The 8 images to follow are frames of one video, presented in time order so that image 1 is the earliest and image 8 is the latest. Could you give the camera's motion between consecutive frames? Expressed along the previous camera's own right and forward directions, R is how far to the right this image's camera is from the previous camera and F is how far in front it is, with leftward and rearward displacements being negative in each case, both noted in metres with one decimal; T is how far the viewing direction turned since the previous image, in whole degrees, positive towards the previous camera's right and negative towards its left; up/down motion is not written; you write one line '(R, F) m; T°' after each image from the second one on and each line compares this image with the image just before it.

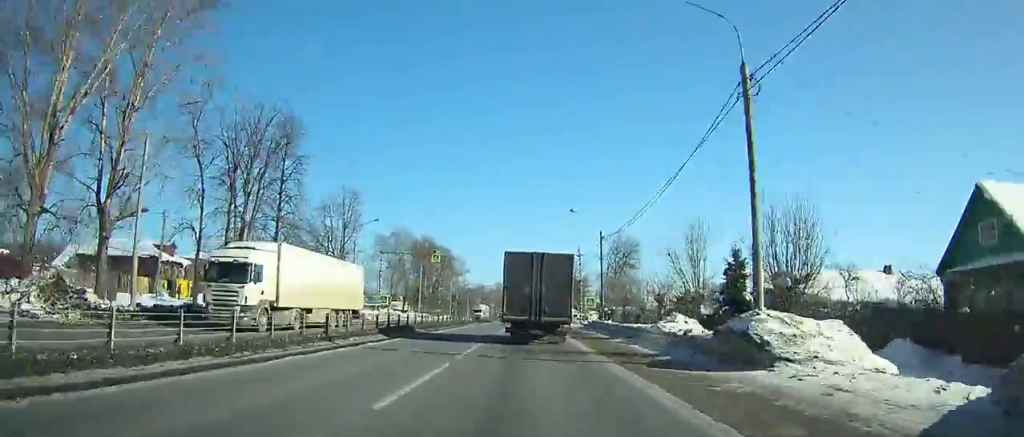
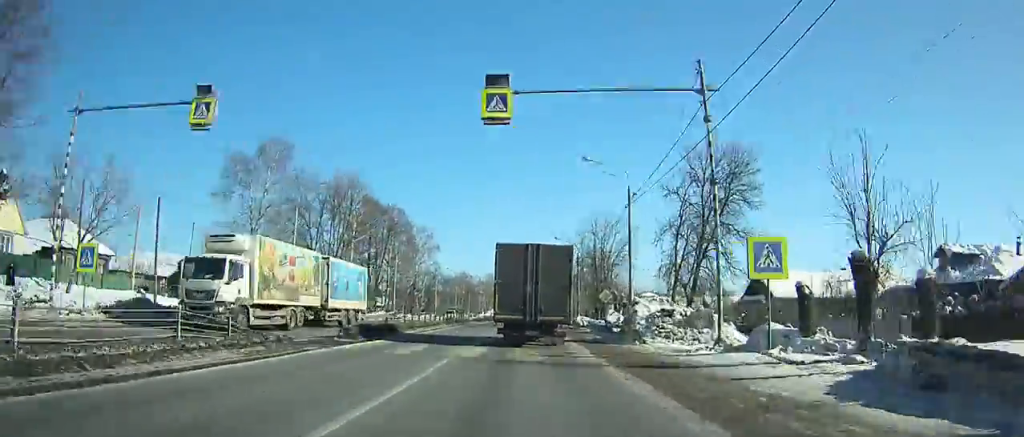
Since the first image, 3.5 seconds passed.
(+0.8, +52.4) m; +1°
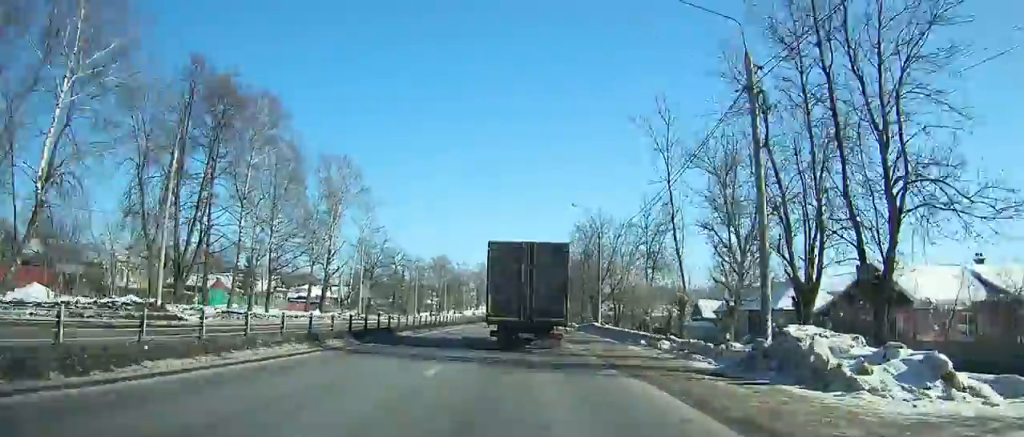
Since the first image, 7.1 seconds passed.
(0.0, +53.3) m; 0°
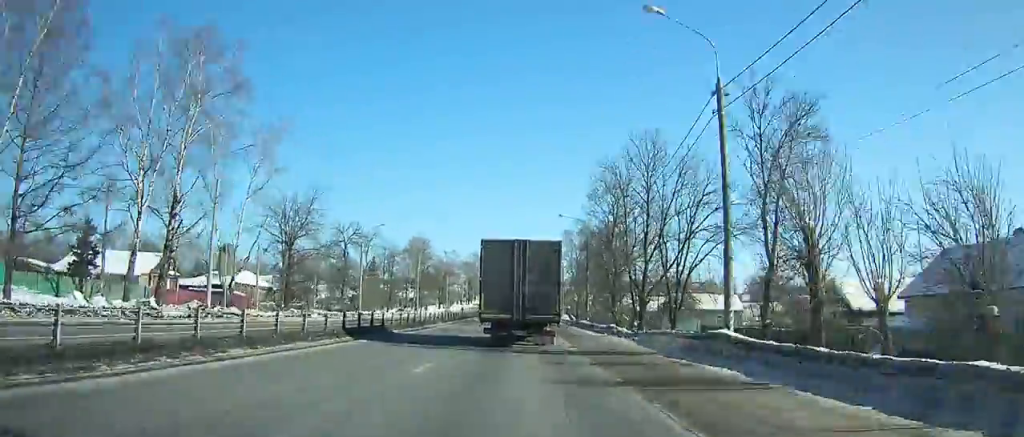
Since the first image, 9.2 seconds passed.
(+0.1, +31.3) m; 0°
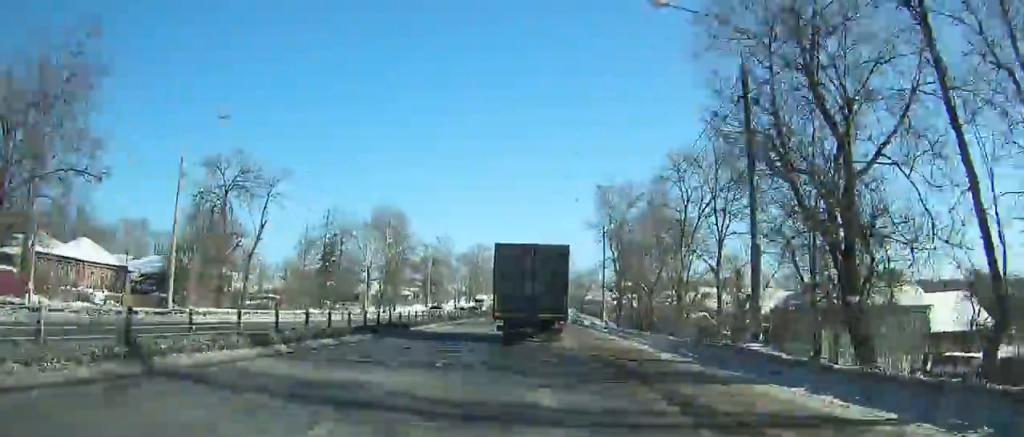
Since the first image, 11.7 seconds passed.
(-0.2, +38.0) m; 0°
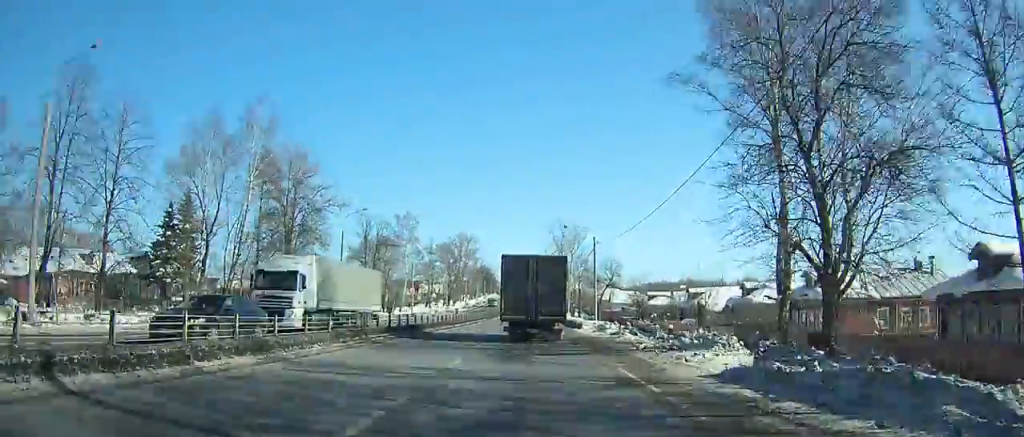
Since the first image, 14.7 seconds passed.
(-0.1, +47.2) m; 0°
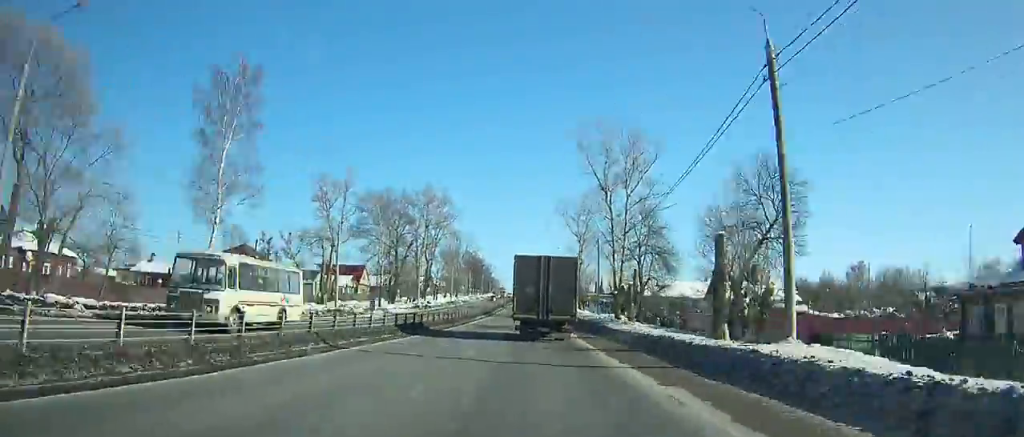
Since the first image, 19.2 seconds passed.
(-0.2, +74.7) m; +2°
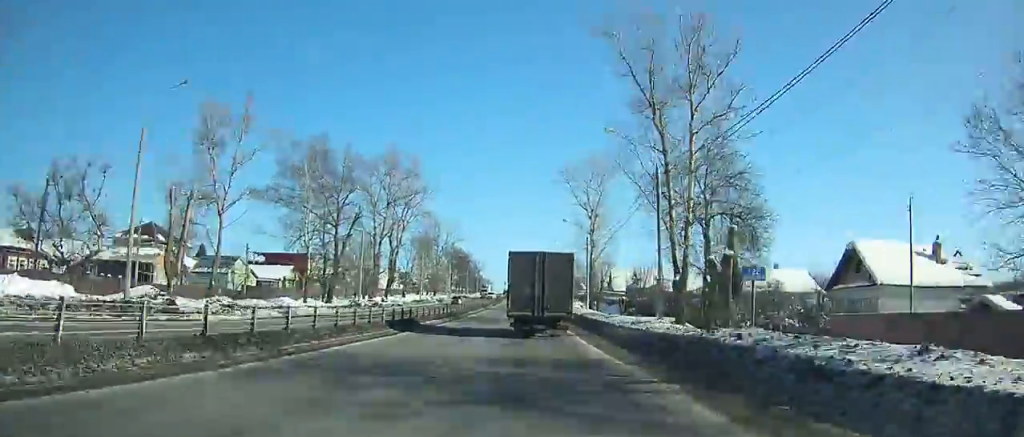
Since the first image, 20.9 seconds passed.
(-1.3, +28.9) m; +4°
